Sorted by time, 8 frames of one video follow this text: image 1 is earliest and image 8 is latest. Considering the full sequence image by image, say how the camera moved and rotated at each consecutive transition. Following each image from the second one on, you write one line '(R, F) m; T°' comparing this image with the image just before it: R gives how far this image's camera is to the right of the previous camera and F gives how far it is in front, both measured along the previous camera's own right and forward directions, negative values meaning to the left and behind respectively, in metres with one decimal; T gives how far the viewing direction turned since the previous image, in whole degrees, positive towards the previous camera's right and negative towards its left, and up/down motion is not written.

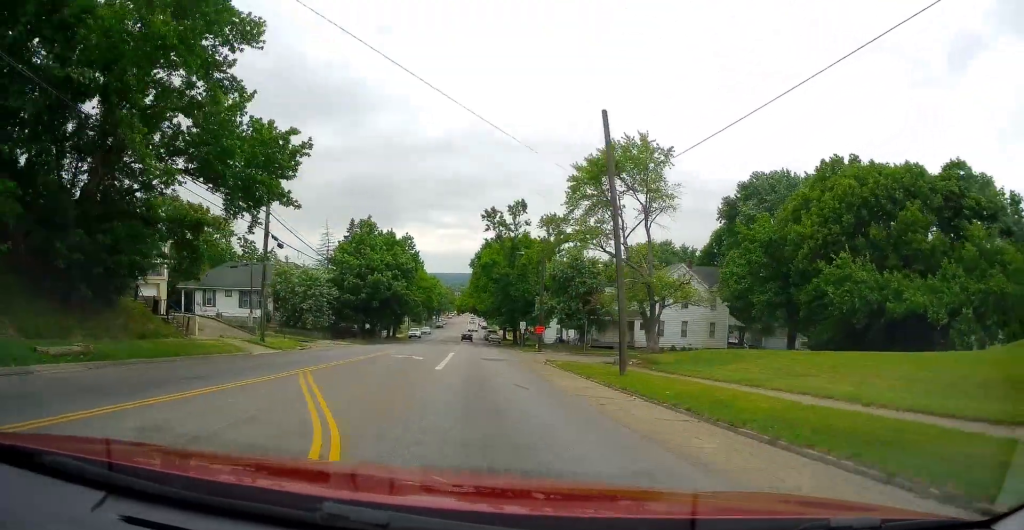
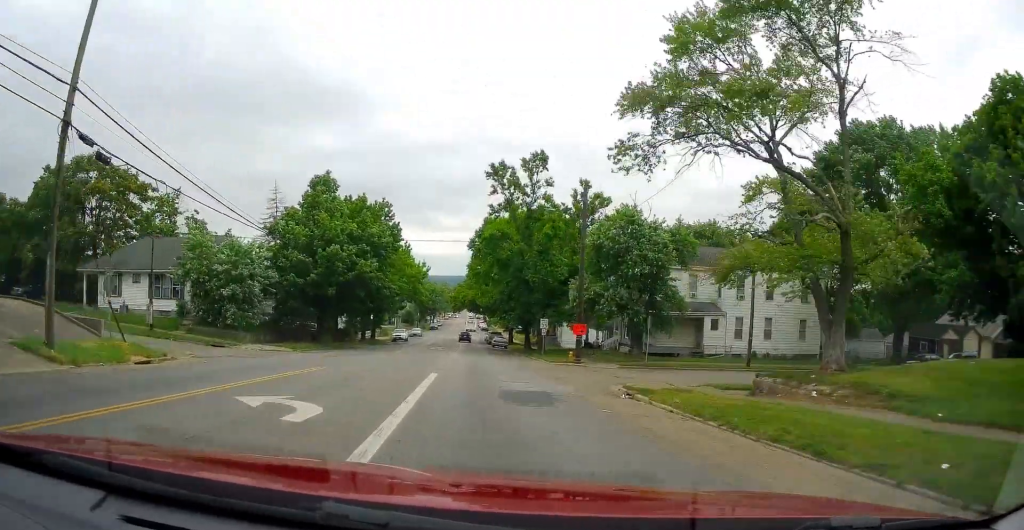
(-0.4, +20.1) m; 0°
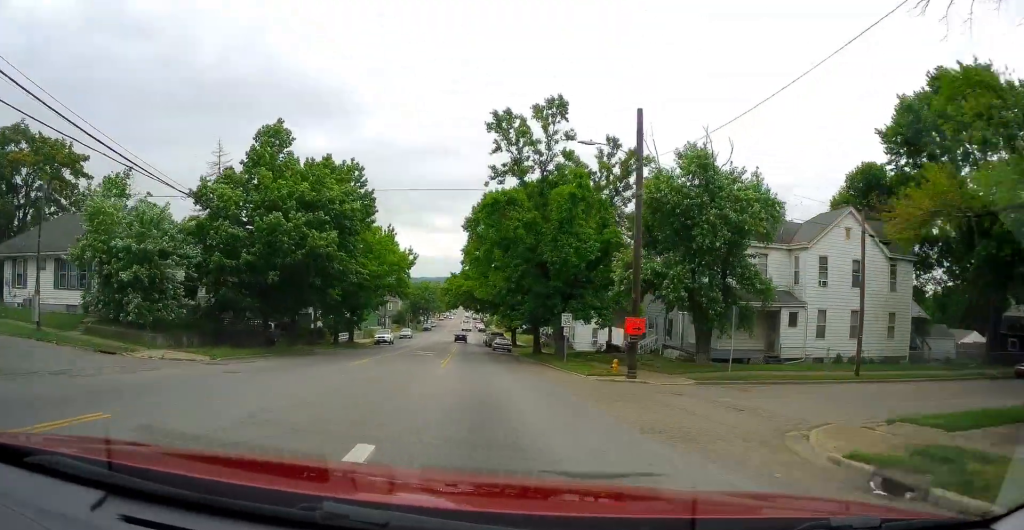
(-0.1, +12.4) m; +3°
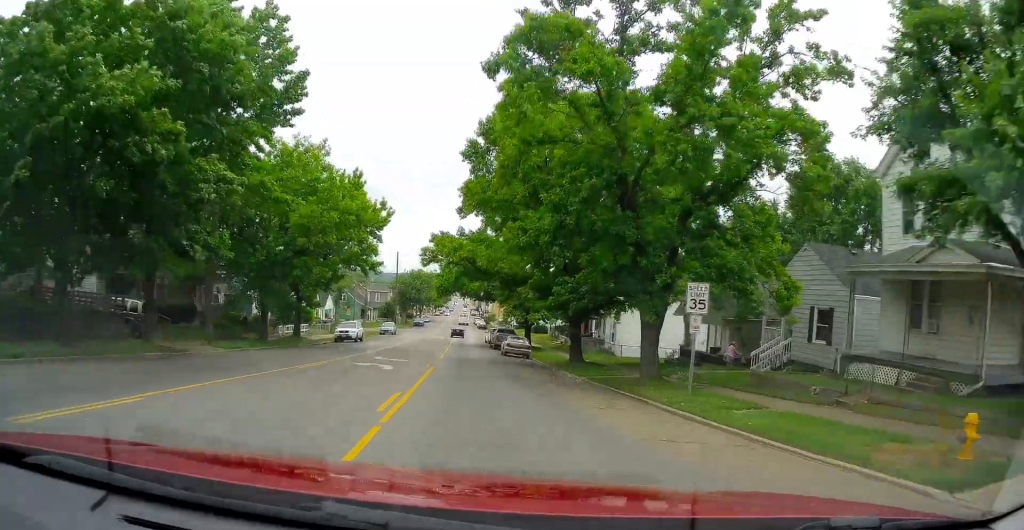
(+1.1, +20.2) m; +3°
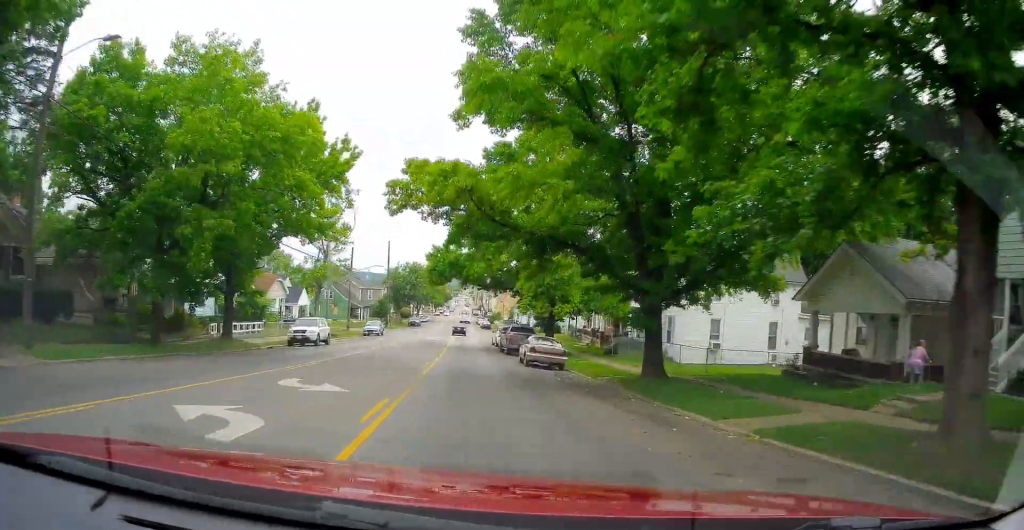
(+0.1, +13.2) m; -1°
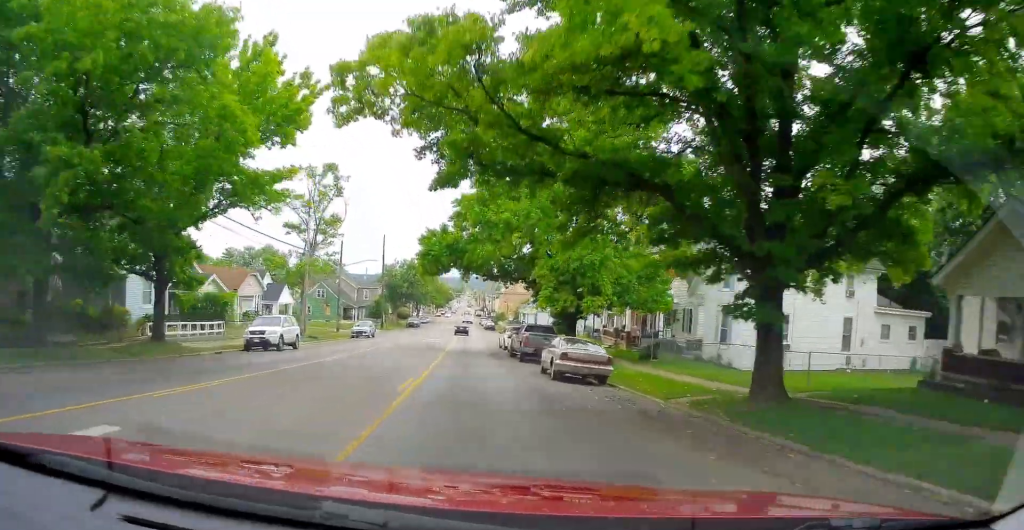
(-0.2, +7.7) m; -1°
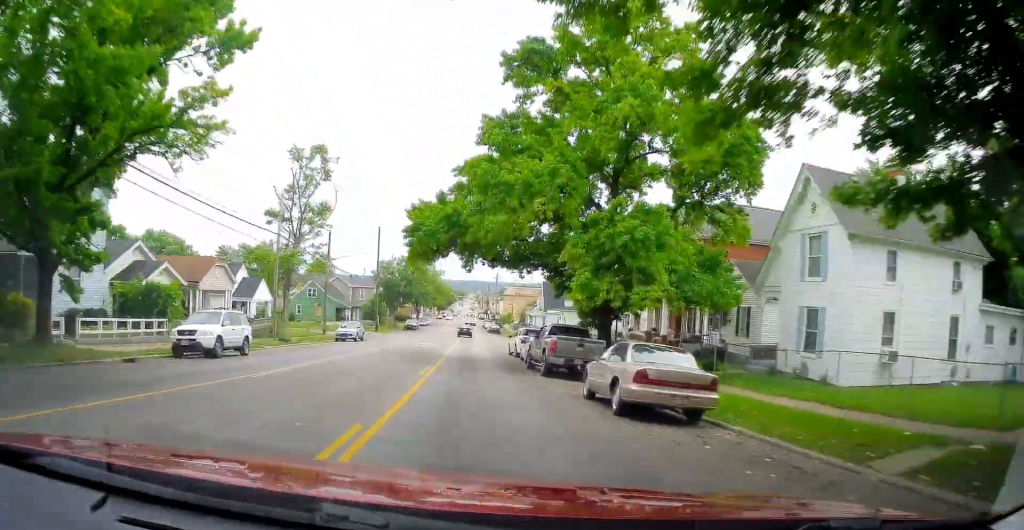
(-0.1, +7.7) m; -1°
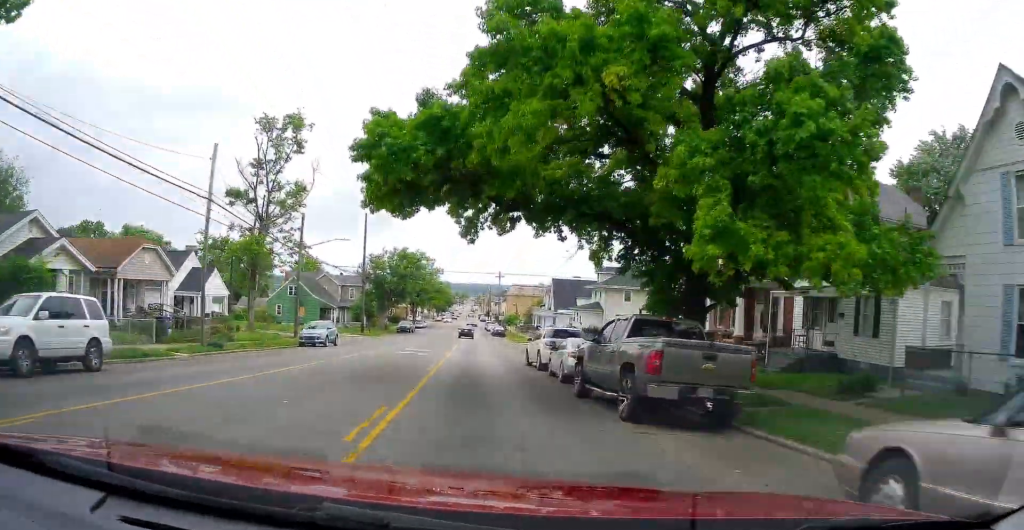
(-0.1, +10.5) m; -1°
